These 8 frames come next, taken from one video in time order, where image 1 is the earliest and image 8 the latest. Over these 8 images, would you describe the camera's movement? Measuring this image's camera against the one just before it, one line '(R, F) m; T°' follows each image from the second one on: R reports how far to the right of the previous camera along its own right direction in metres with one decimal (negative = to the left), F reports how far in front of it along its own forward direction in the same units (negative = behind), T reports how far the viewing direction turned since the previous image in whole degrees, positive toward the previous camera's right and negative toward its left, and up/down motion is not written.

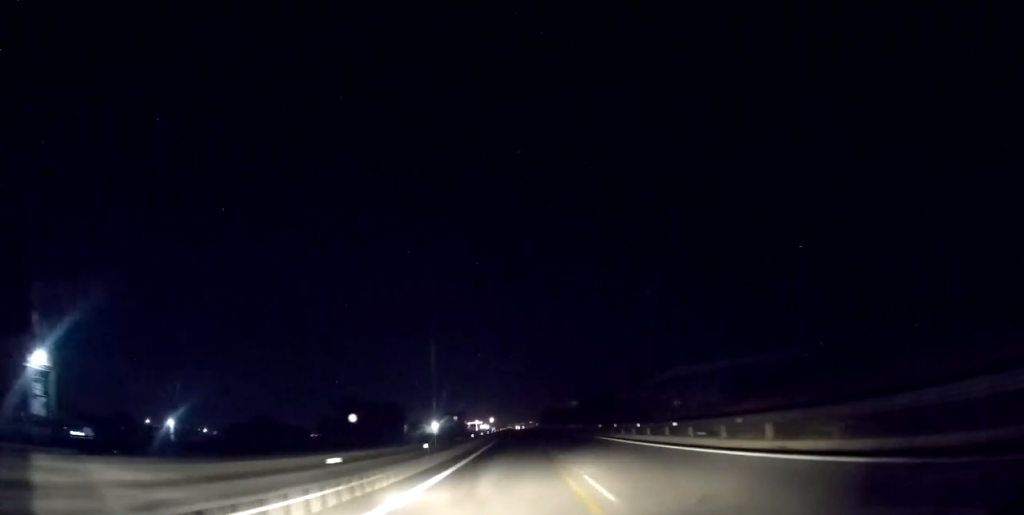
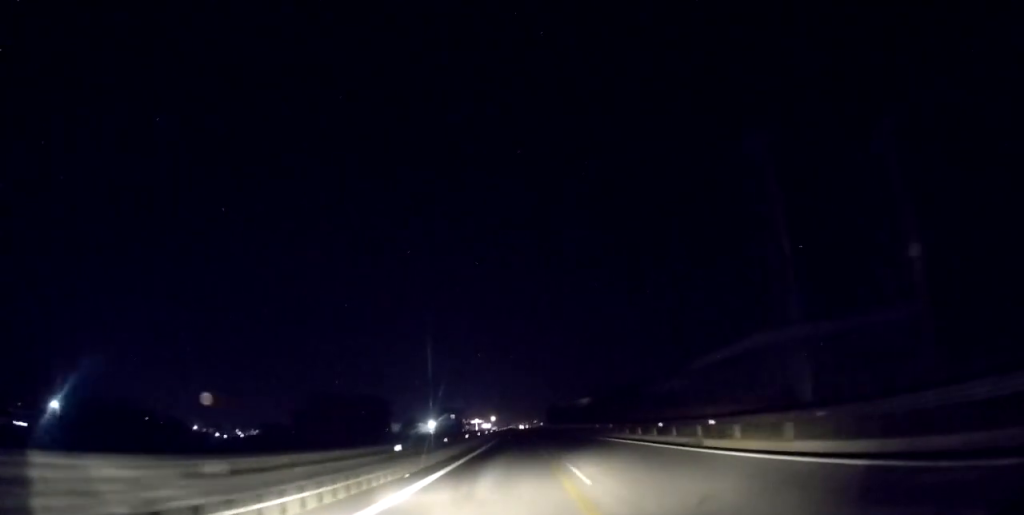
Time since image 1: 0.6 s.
(+0.1, +21.7) m; 0°
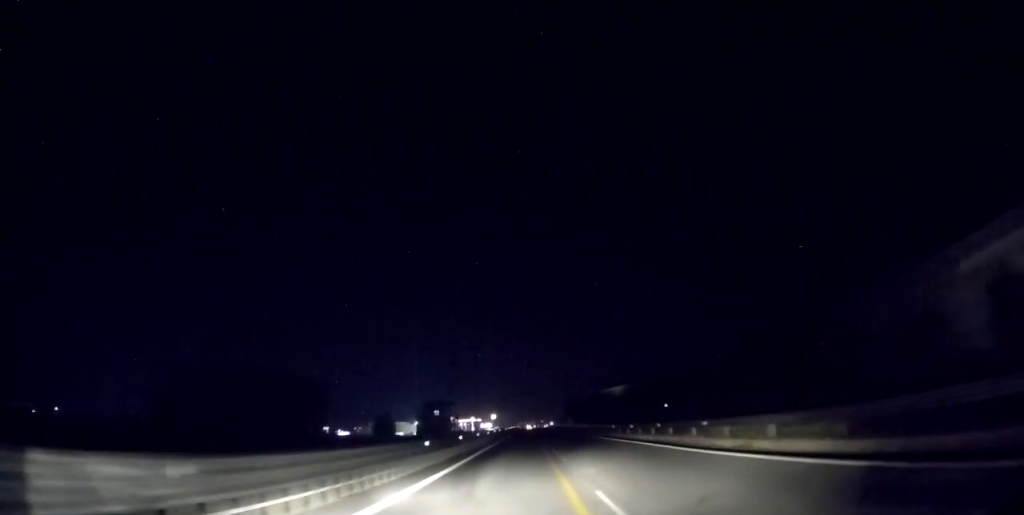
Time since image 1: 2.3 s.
(-0.5, +55.1) m; 0°
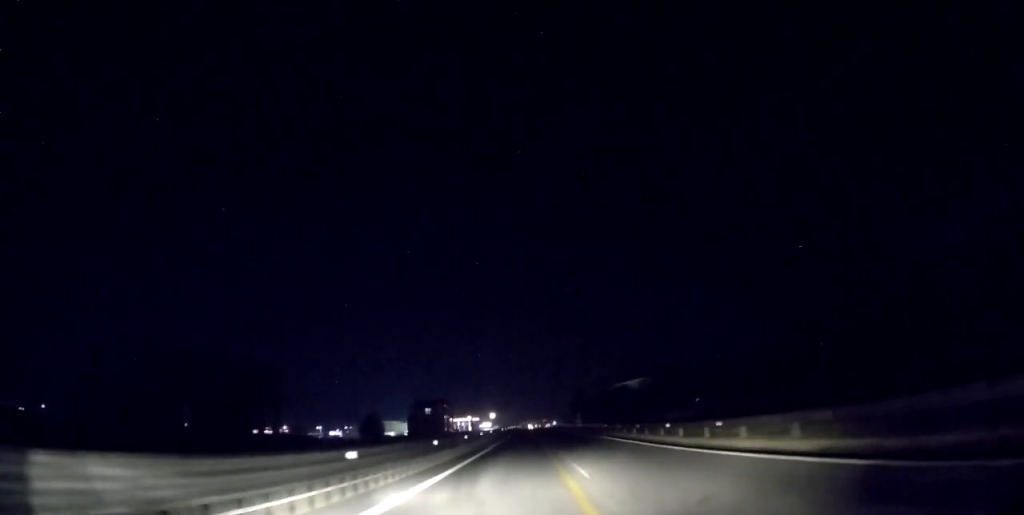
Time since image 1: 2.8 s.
(+0.1, +17.2) m; 0°
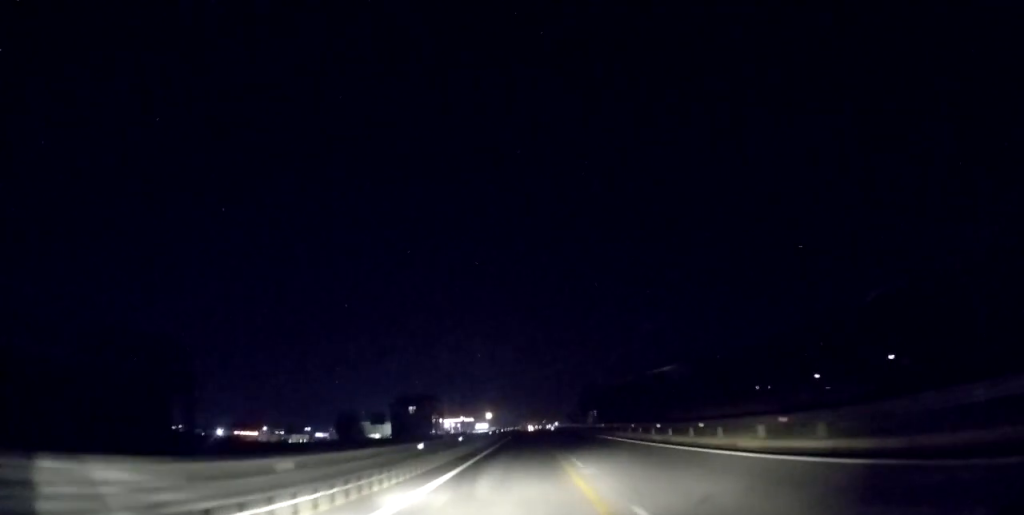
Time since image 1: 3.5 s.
(+0.2, +21.1) m; 0°
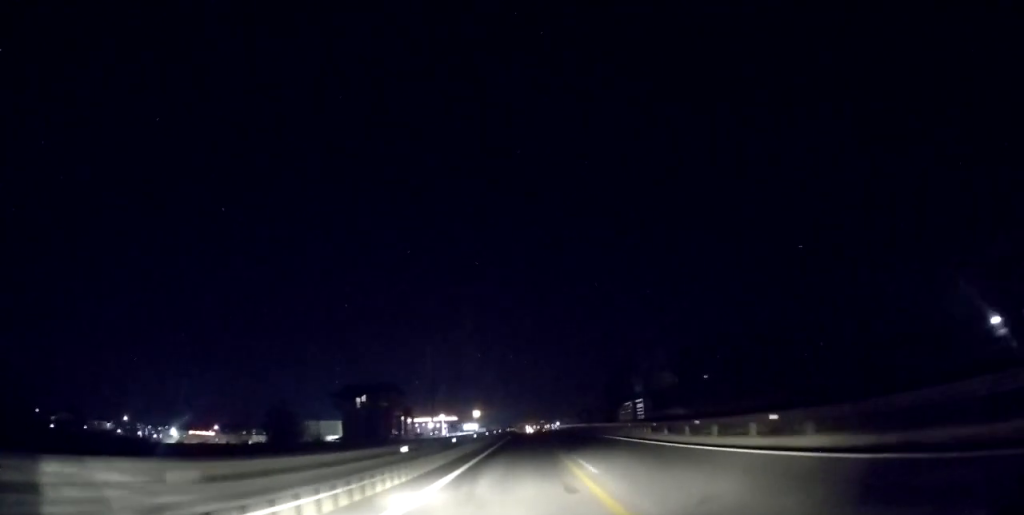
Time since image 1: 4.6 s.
(-0.3, +38.8) m; -1°
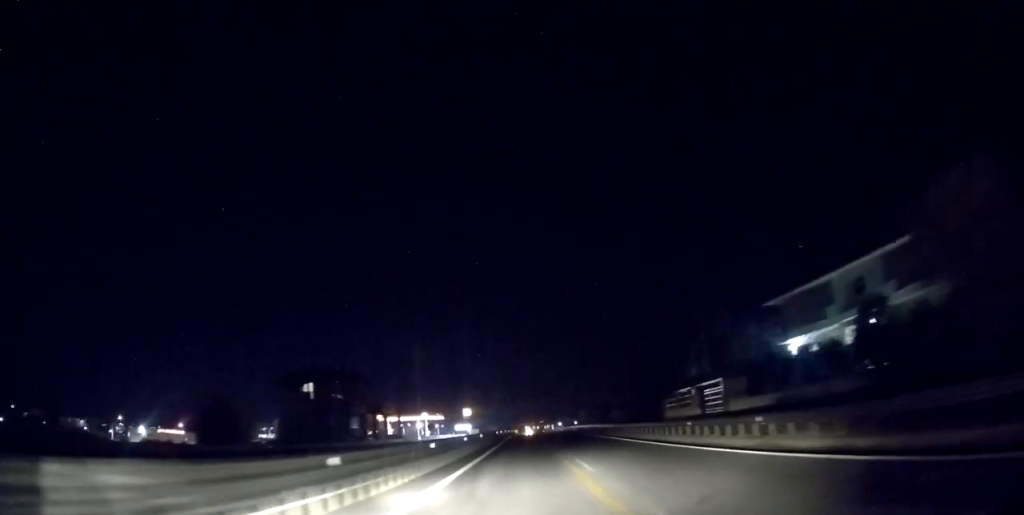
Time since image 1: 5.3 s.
(0.0, +22.5) m; 0°
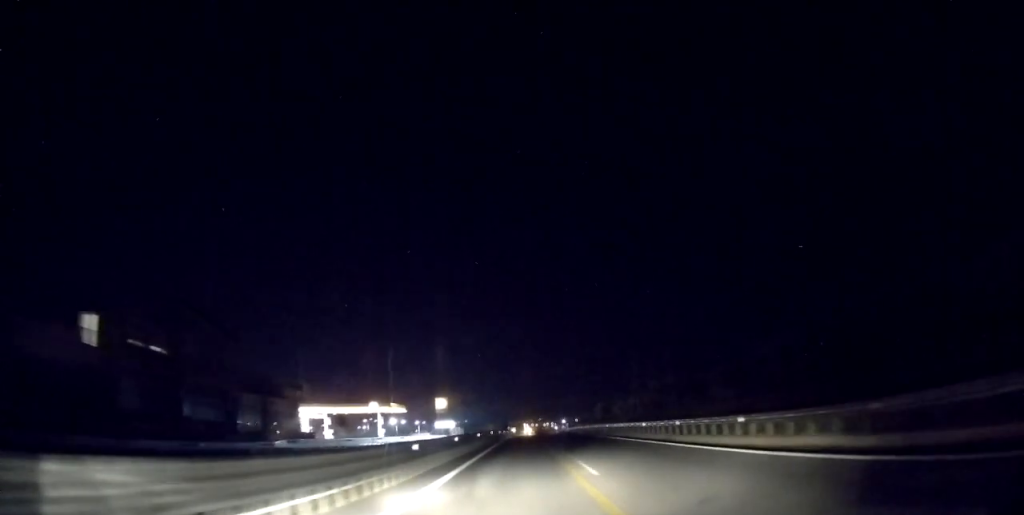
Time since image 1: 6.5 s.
(0.0, +37.6) m; 0°
